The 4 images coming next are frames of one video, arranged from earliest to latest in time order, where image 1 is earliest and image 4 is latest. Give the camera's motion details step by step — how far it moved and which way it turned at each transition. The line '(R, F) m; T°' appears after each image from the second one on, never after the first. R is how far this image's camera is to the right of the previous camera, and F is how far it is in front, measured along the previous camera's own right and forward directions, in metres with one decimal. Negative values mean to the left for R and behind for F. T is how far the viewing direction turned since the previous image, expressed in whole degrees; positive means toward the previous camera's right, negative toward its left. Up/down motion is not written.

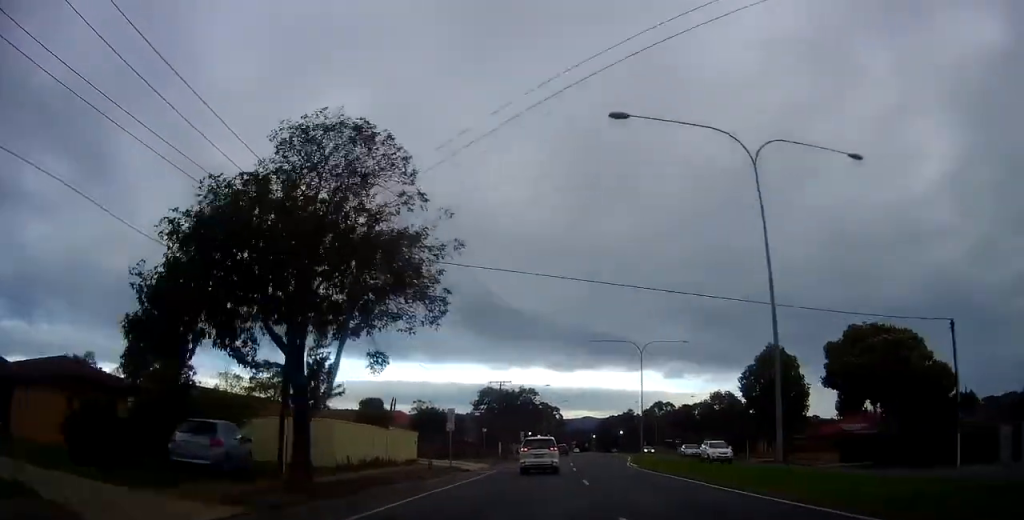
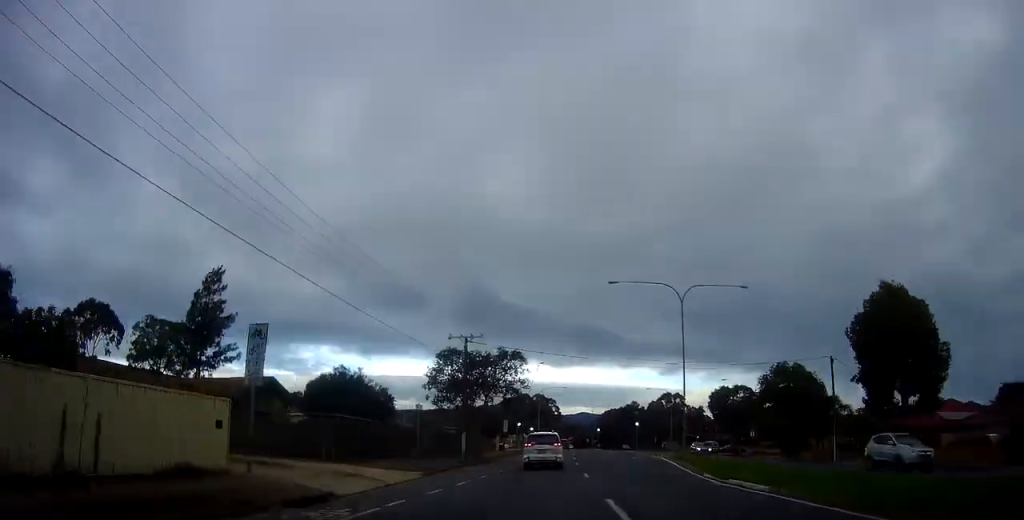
(0.0, +21.6) m; +1°
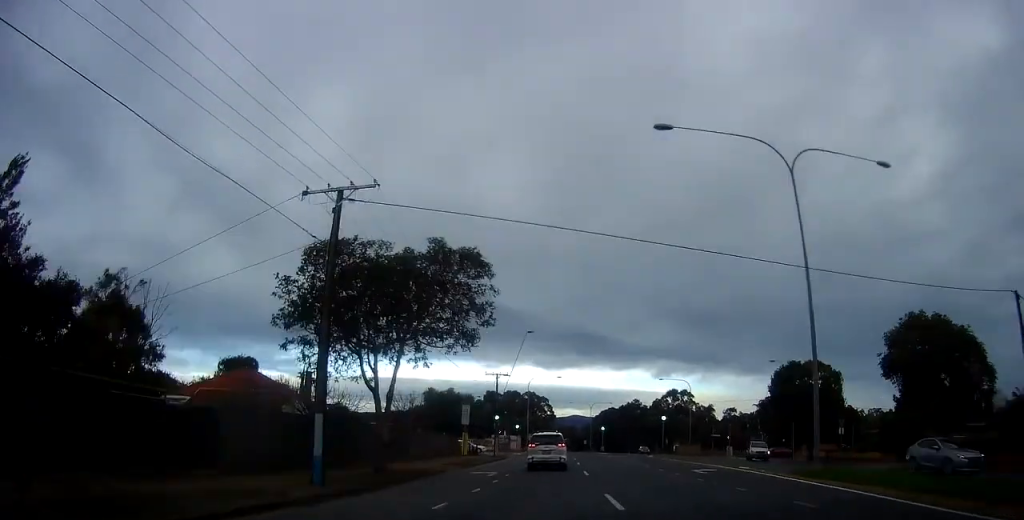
(+0.1, +22.1) m; +3°
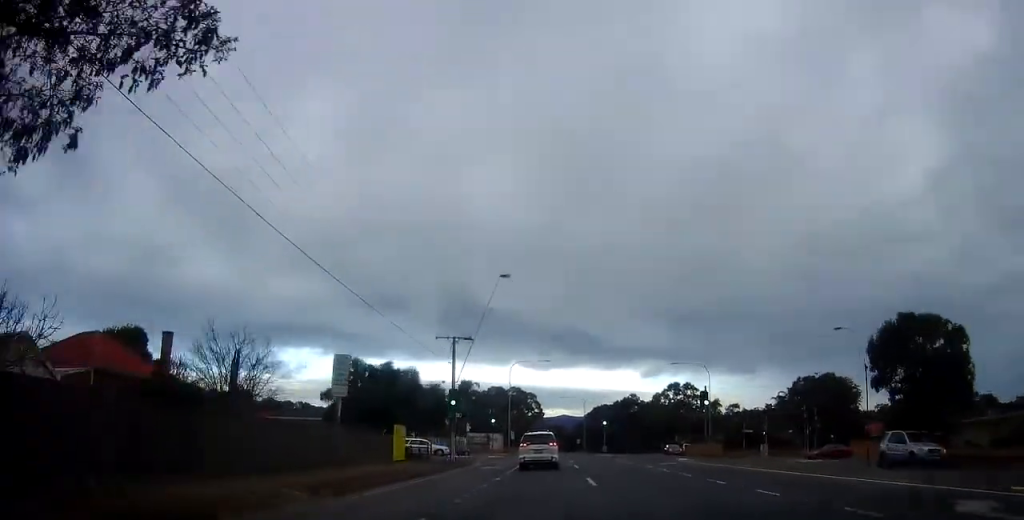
(+0.7, +18.3) m; -1°
